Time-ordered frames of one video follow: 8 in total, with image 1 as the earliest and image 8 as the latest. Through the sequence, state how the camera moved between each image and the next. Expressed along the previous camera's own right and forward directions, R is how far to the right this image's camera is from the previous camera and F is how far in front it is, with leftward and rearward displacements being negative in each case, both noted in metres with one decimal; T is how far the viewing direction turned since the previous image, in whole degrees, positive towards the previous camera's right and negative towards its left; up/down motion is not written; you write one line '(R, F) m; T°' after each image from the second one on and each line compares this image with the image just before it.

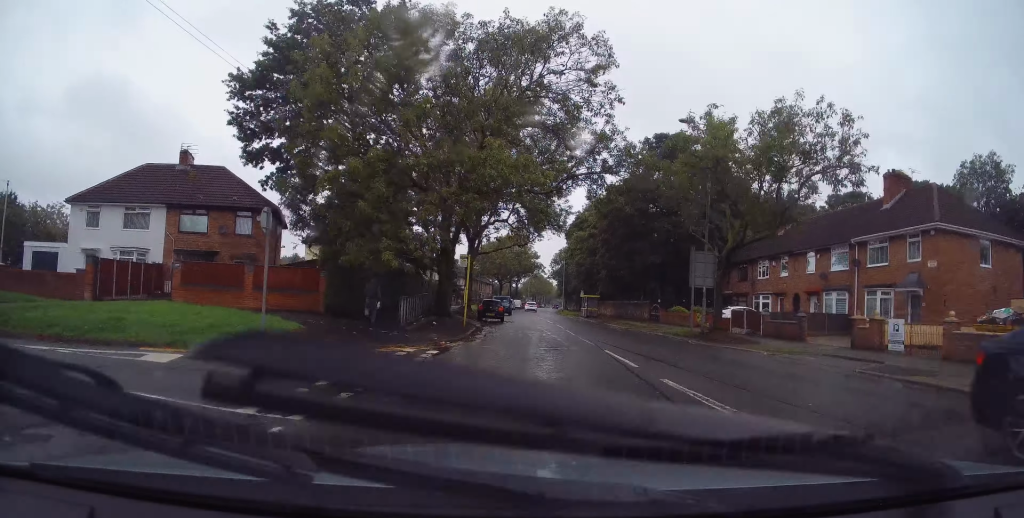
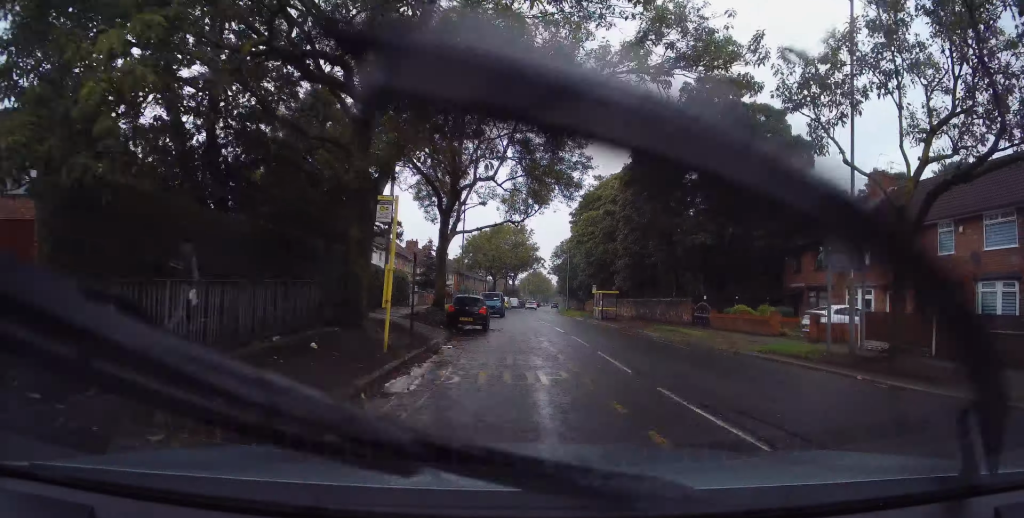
(+0.3, +12.8) m; +2°
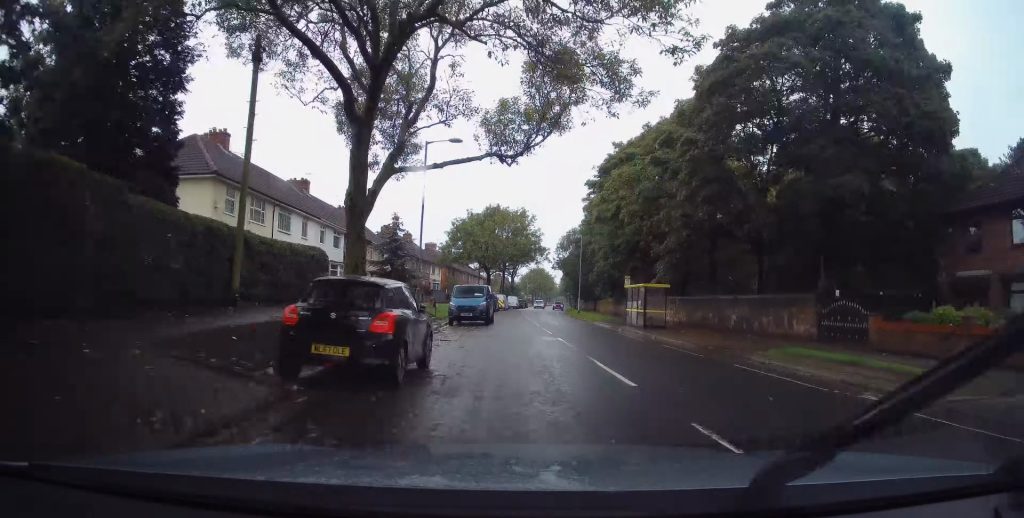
(+0.2, +15.1) m; 0°
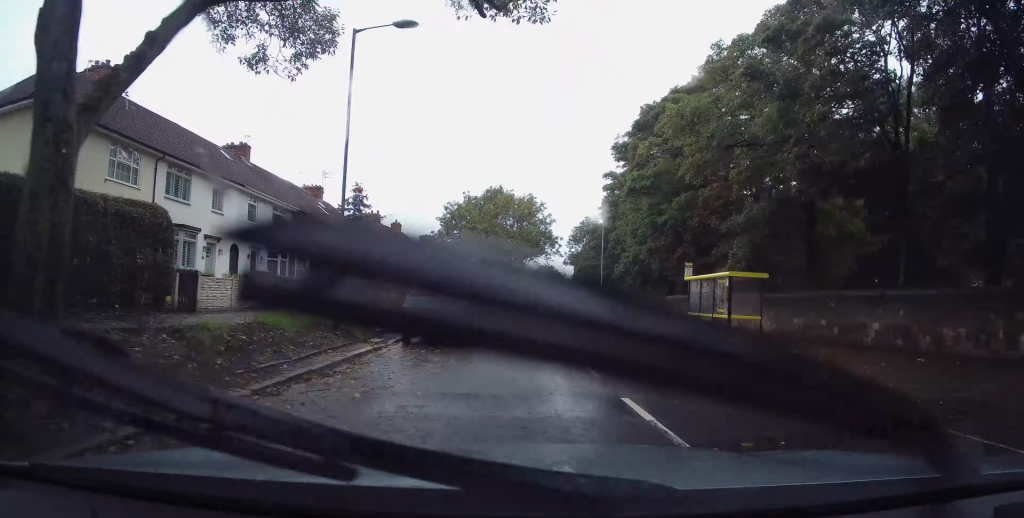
(-0.2, +11.1) m; -2°
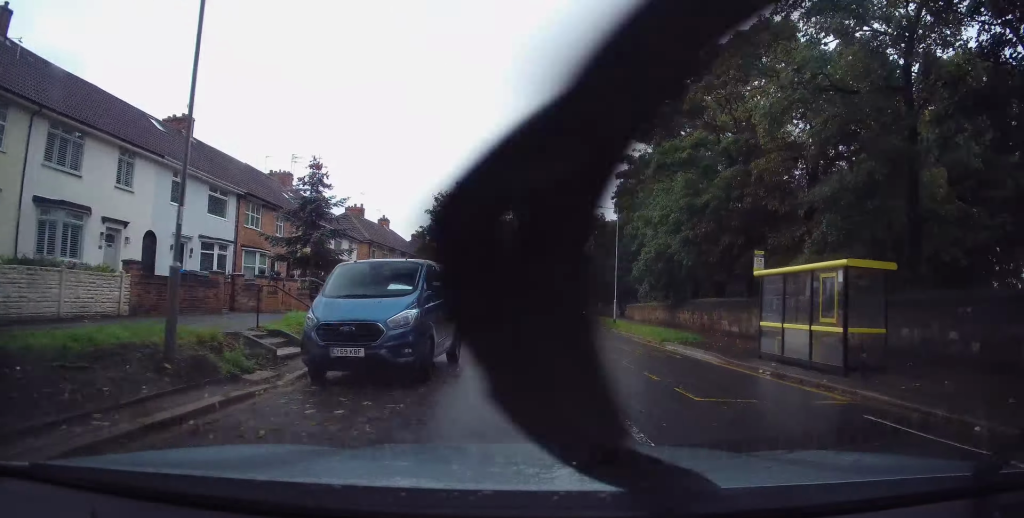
(-0.1, +6.8) m; -1°
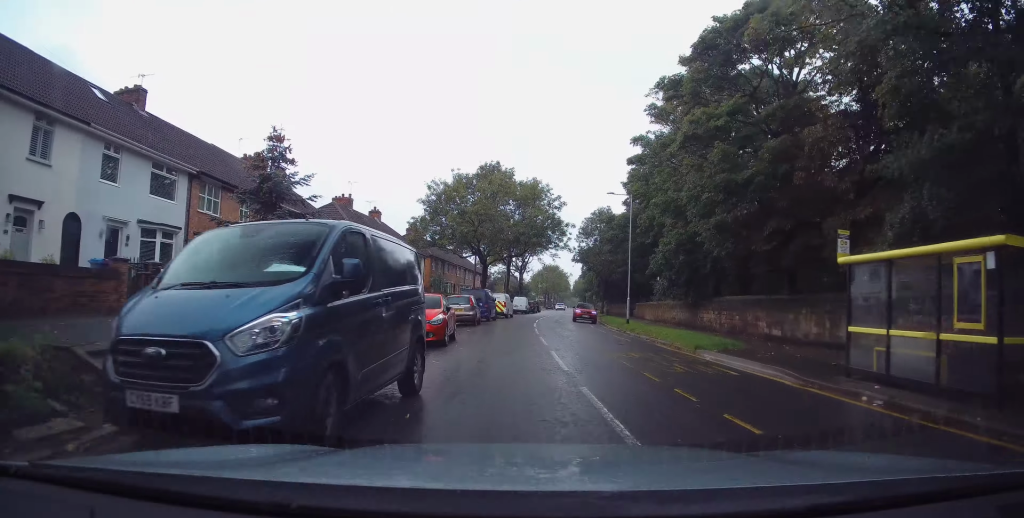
(+0.1, +4.4) m; 0°
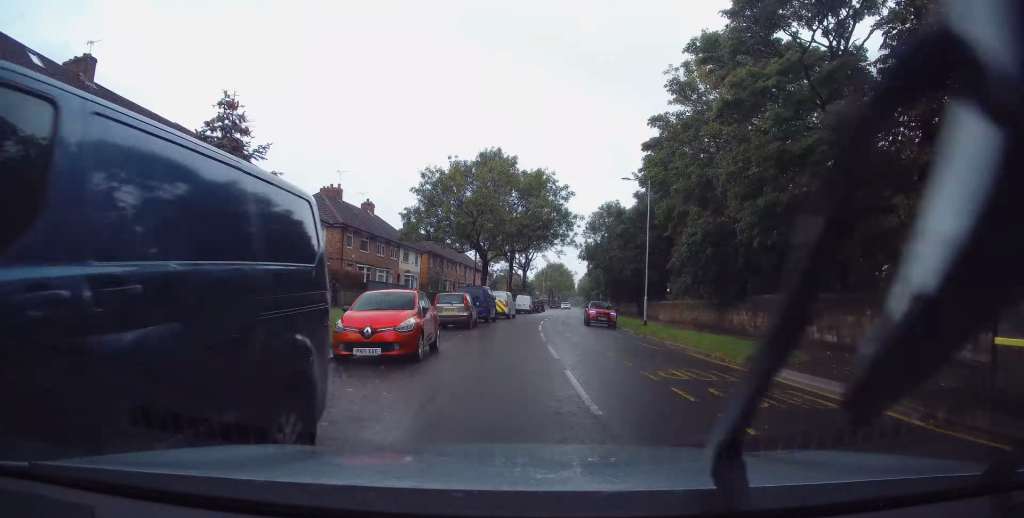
(+0.1, +4.1) m; 0°
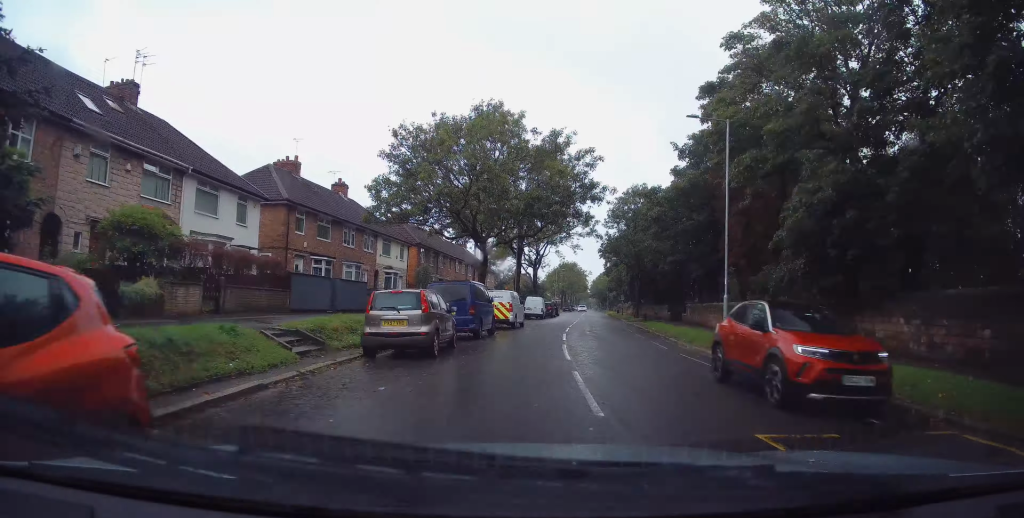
(-0.1, +10.9) m; 0°
